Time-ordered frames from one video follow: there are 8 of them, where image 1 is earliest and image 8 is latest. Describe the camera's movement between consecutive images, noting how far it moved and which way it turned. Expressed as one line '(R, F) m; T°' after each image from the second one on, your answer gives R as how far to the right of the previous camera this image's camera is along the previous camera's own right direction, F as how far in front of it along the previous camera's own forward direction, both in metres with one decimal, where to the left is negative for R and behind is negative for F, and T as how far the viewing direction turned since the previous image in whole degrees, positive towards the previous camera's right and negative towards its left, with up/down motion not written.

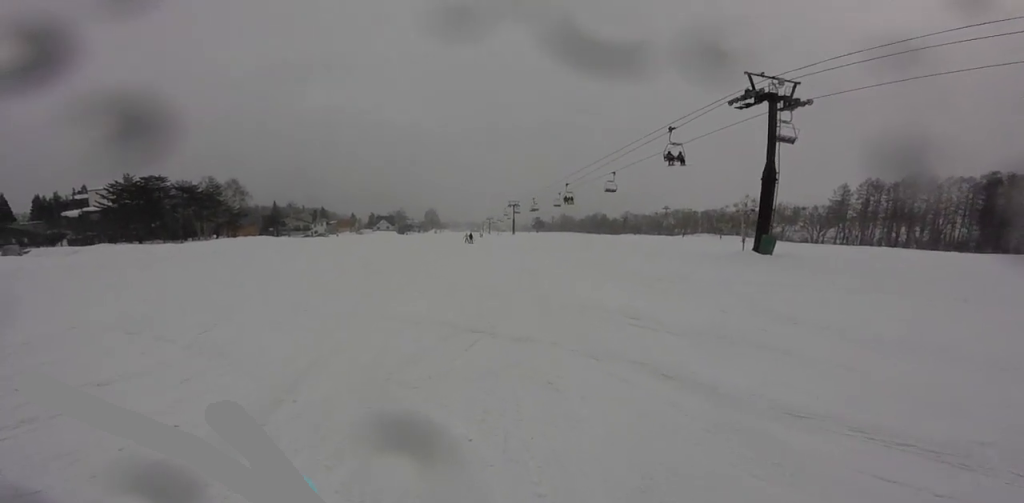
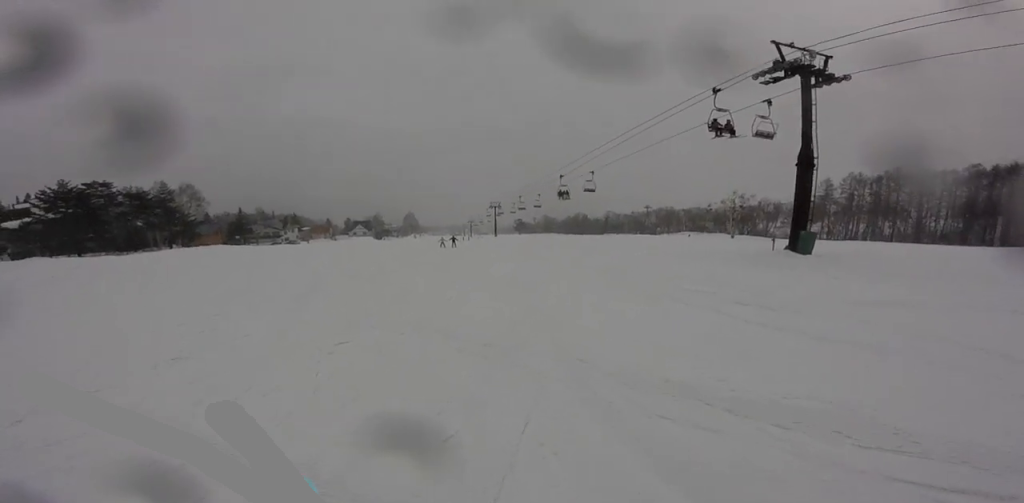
(0.0, +5.4) m; -1°
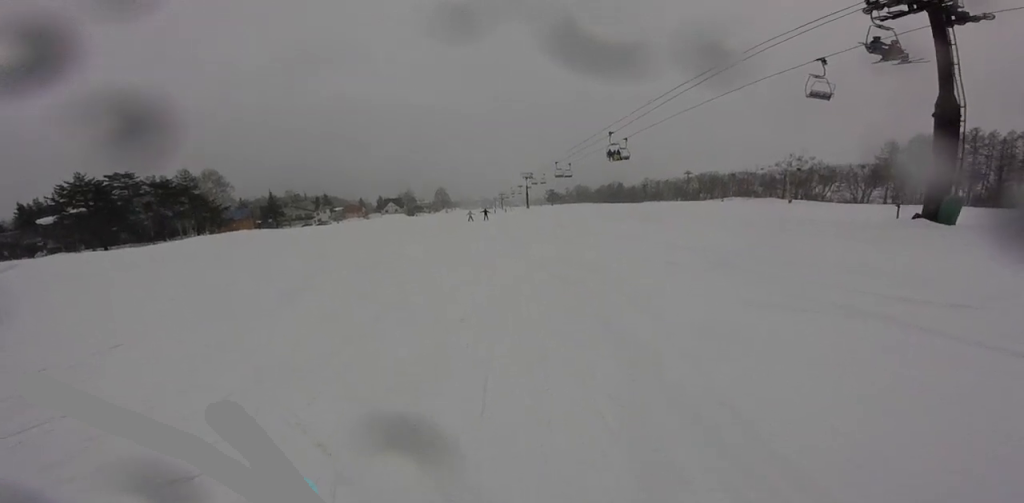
(-0.1, +4.8) m; -9°
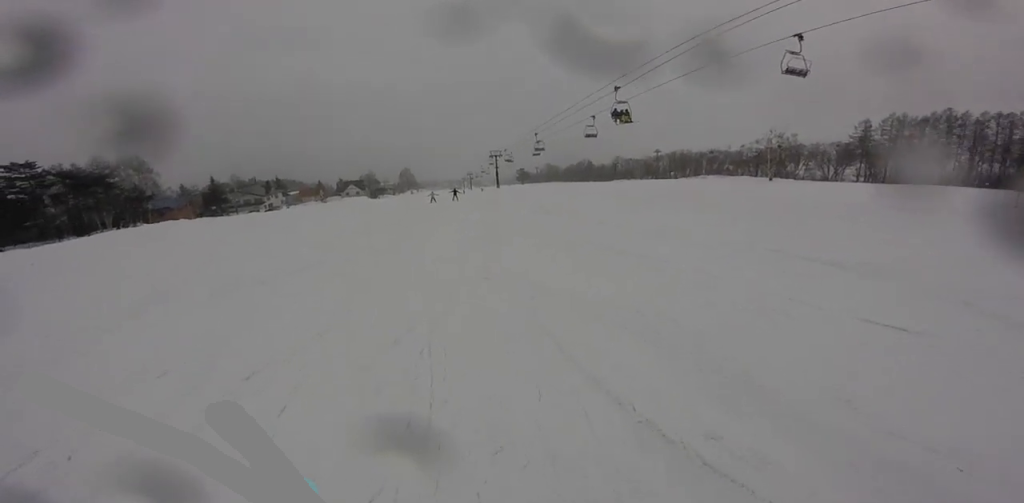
(-0.3, +7.1) m; +4°
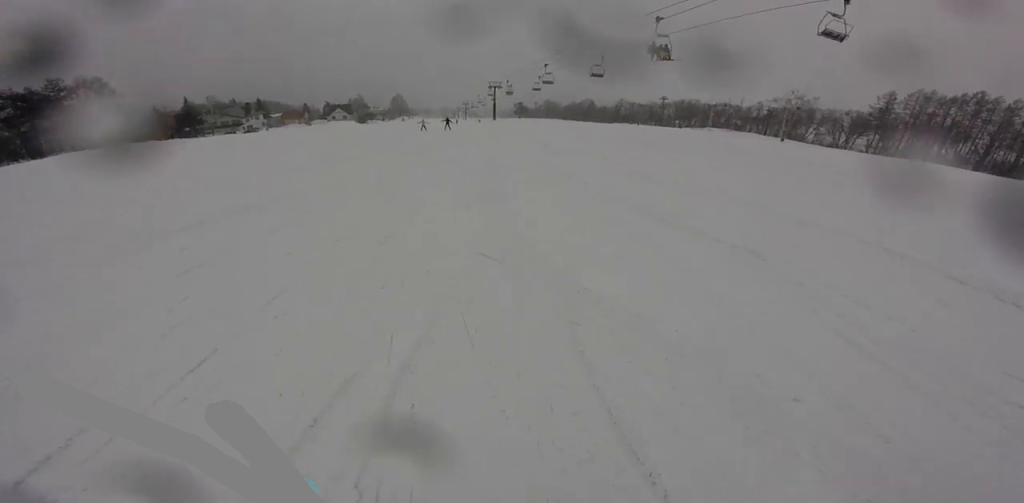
(+0.2, +2.8) m; +3°
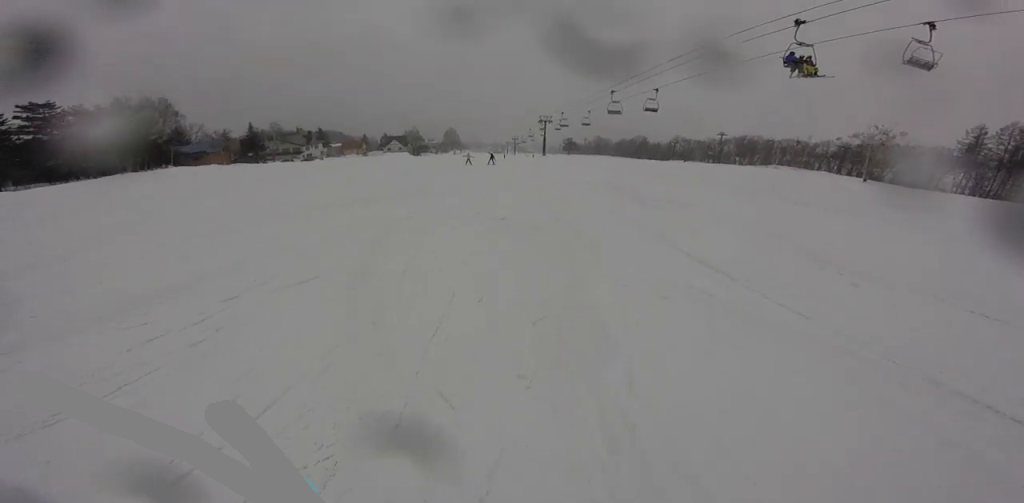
(-0.3, +5.2) m; -7°
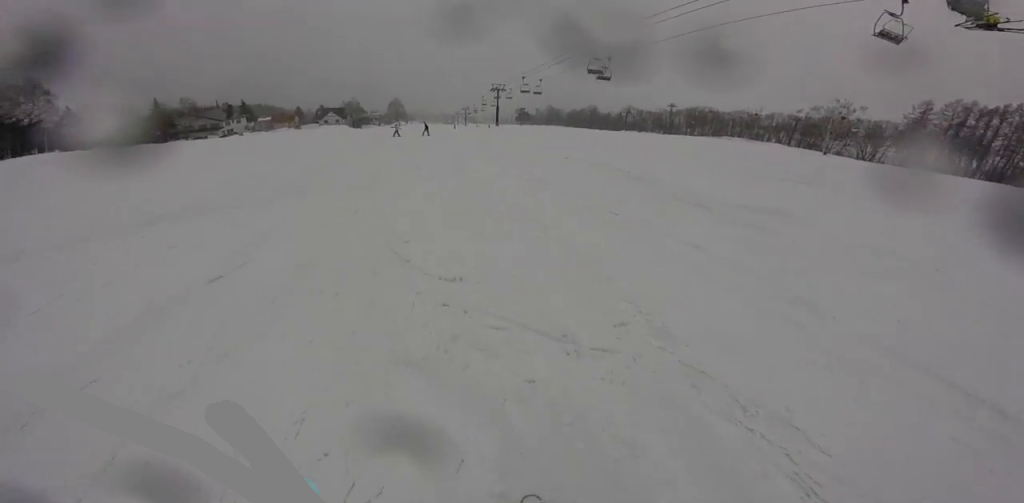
(0.0, +6.1) m; +6°
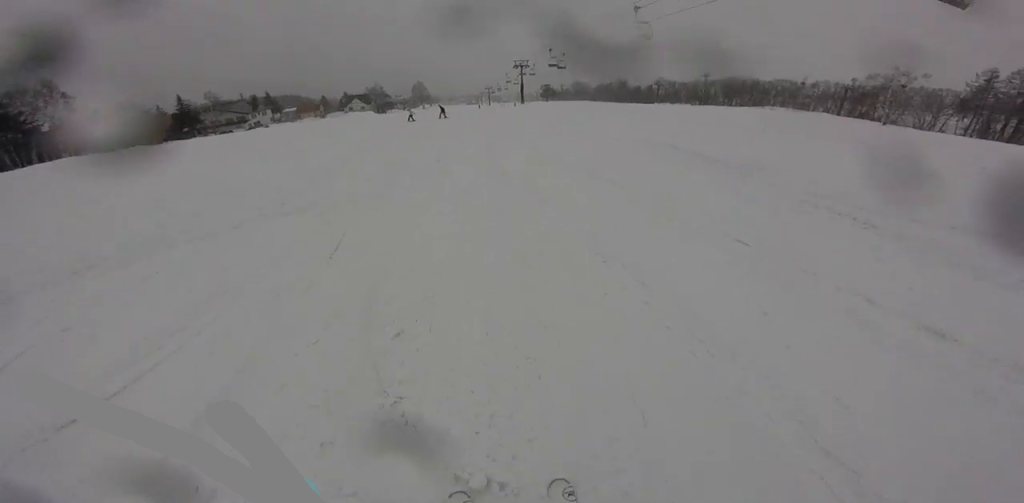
(+0.1, +2.4) m; +4°
